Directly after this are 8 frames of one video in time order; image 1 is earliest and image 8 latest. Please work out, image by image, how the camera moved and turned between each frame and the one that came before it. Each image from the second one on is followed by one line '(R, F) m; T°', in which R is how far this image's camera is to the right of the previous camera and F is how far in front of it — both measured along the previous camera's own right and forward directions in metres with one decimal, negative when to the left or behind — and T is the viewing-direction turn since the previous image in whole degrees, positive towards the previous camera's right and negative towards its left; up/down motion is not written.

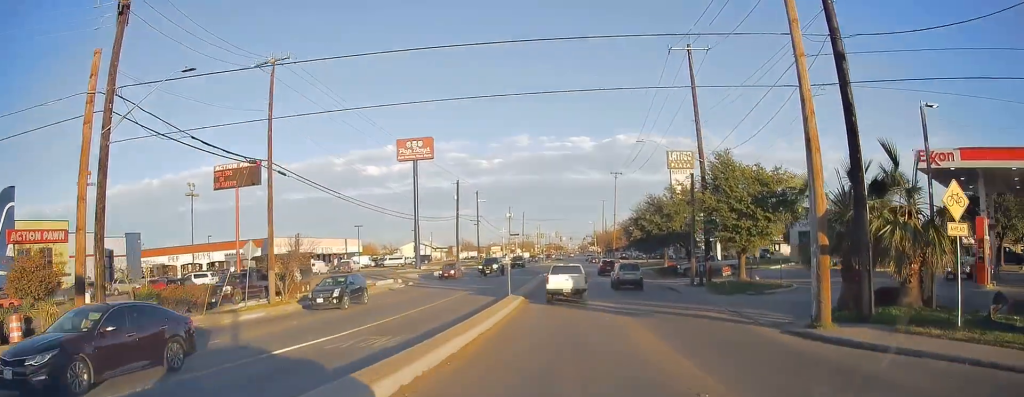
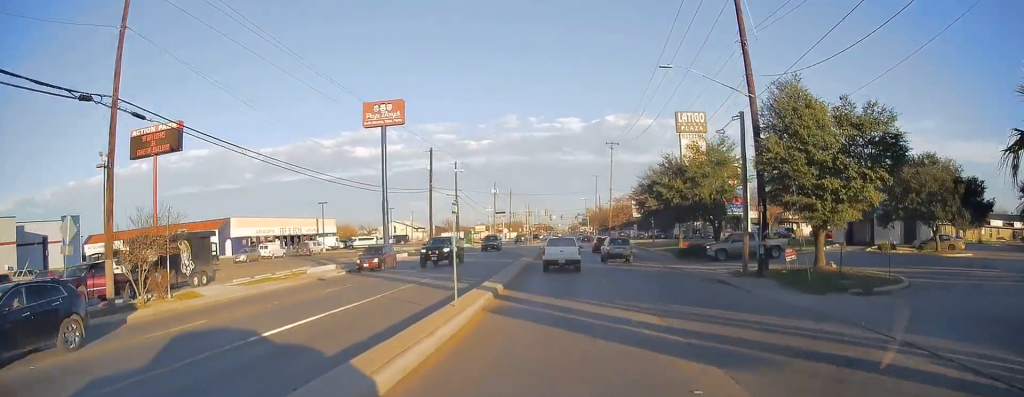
(0.0, +12.2) m; 0°
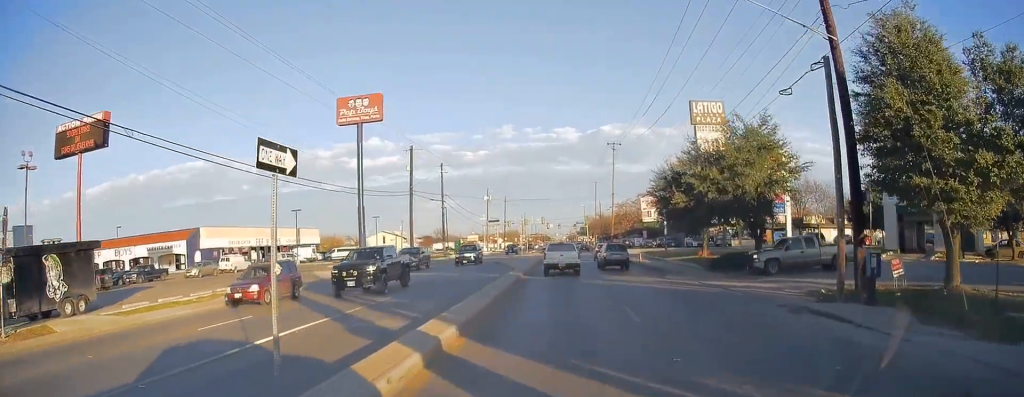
(0.0, +9.3) m; +1°
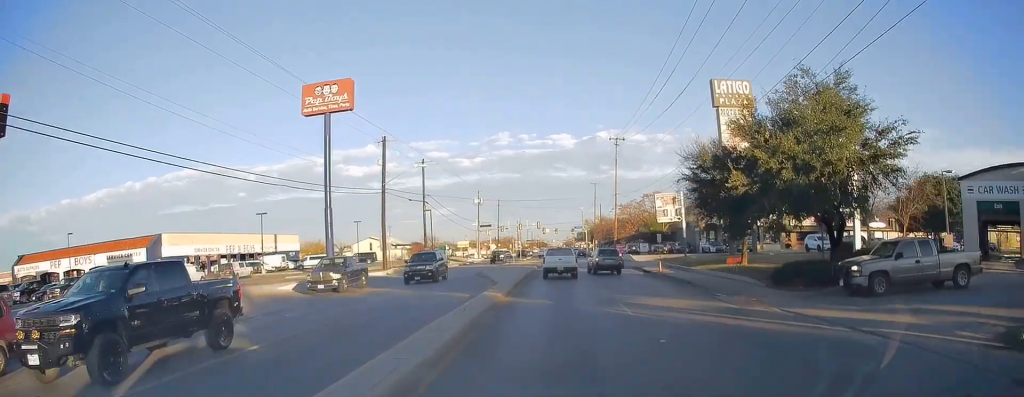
(0.0, +10.1) m; +1°
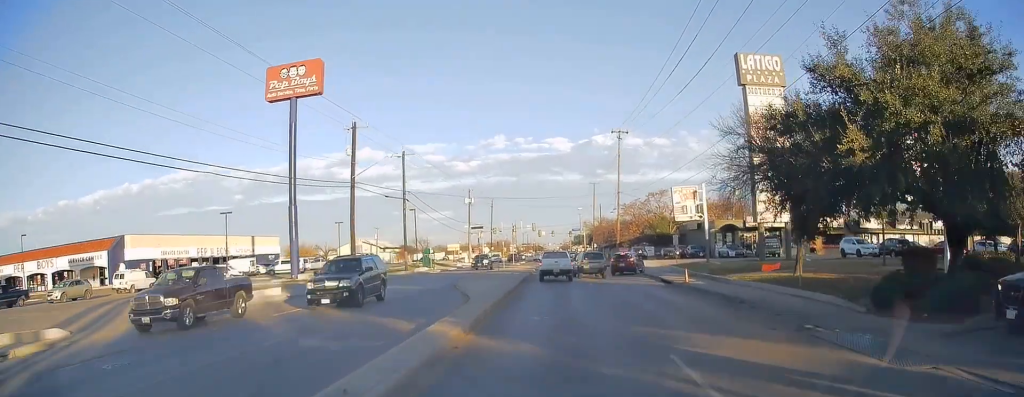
(+0.1, +8.6) m; +1°
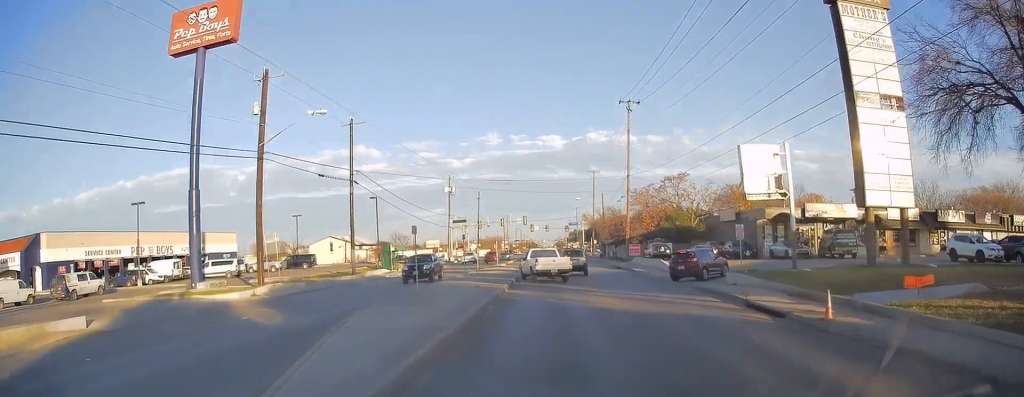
(+0.1, +17.3) m; 0°
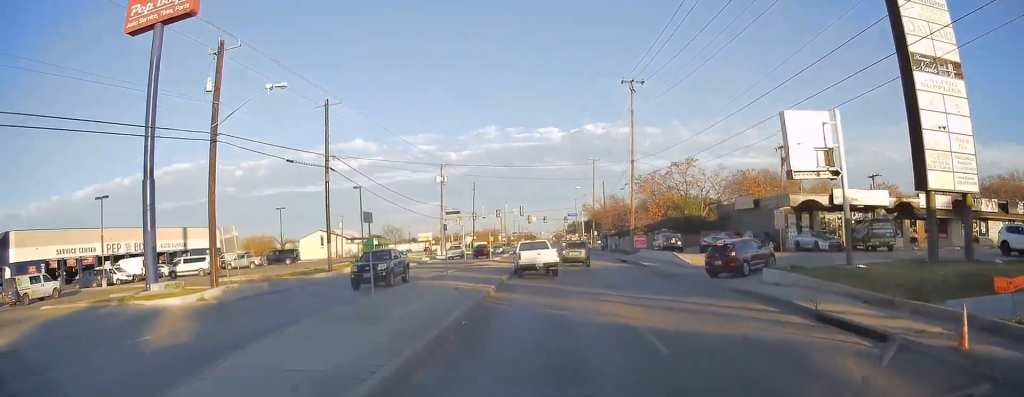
(0.0, +5.9) m; 0°
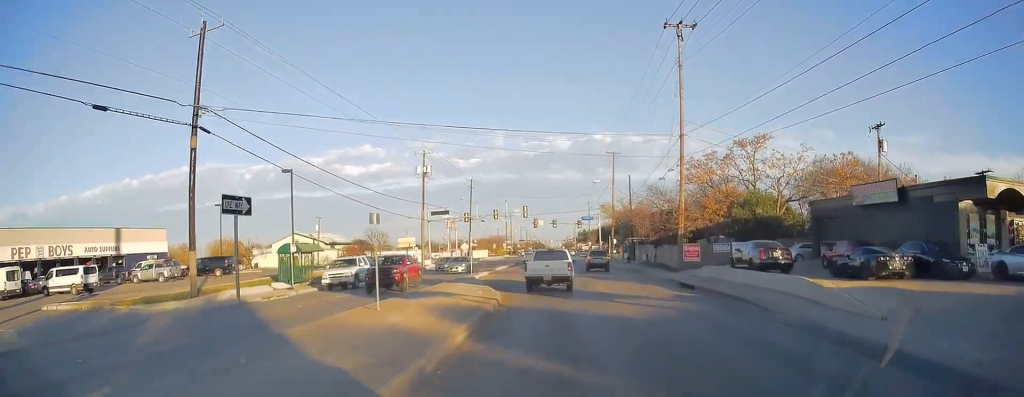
(-0.3, +23.9) m; -1°
